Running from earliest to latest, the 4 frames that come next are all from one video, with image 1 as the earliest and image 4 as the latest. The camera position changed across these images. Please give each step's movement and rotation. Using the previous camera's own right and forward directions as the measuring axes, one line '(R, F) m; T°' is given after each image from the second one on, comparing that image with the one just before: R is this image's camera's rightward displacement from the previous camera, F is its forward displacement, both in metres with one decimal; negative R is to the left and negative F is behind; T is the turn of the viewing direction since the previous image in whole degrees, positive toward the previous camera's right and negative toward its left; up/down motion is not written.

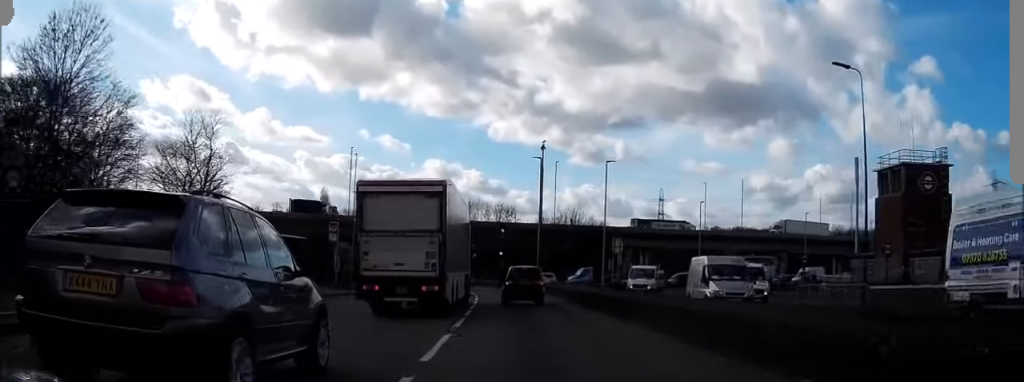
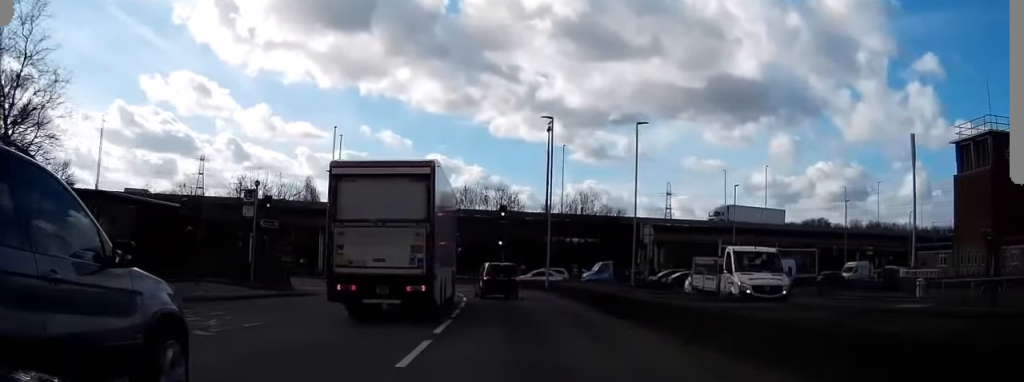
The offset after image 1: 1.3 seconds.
(0.0, +13.9) m; -1°
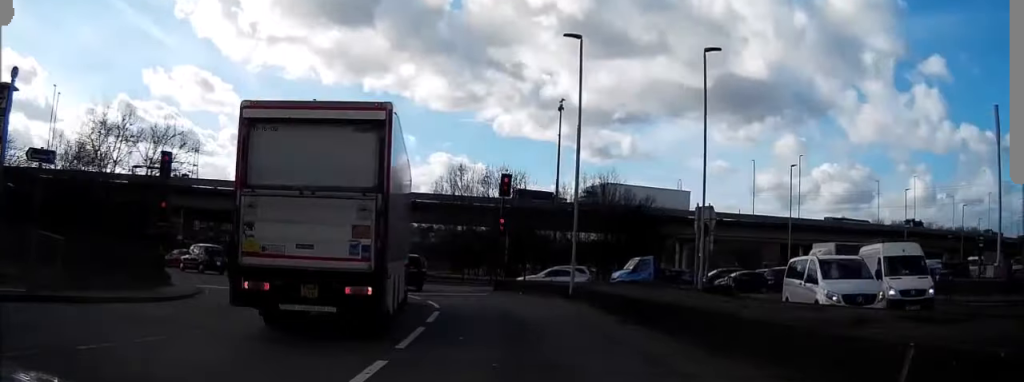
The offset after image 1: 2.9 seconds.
(-0.2, +15.9) m; 0°
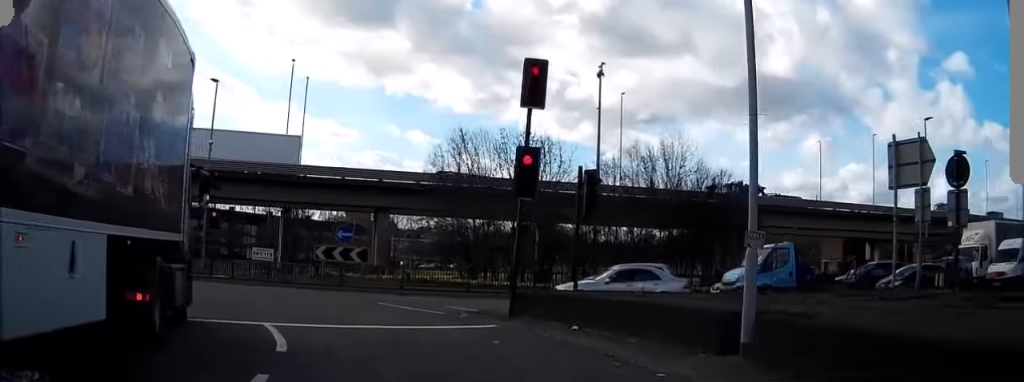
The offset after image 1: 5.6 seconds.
(+0.4, +20.9) m; -1°
